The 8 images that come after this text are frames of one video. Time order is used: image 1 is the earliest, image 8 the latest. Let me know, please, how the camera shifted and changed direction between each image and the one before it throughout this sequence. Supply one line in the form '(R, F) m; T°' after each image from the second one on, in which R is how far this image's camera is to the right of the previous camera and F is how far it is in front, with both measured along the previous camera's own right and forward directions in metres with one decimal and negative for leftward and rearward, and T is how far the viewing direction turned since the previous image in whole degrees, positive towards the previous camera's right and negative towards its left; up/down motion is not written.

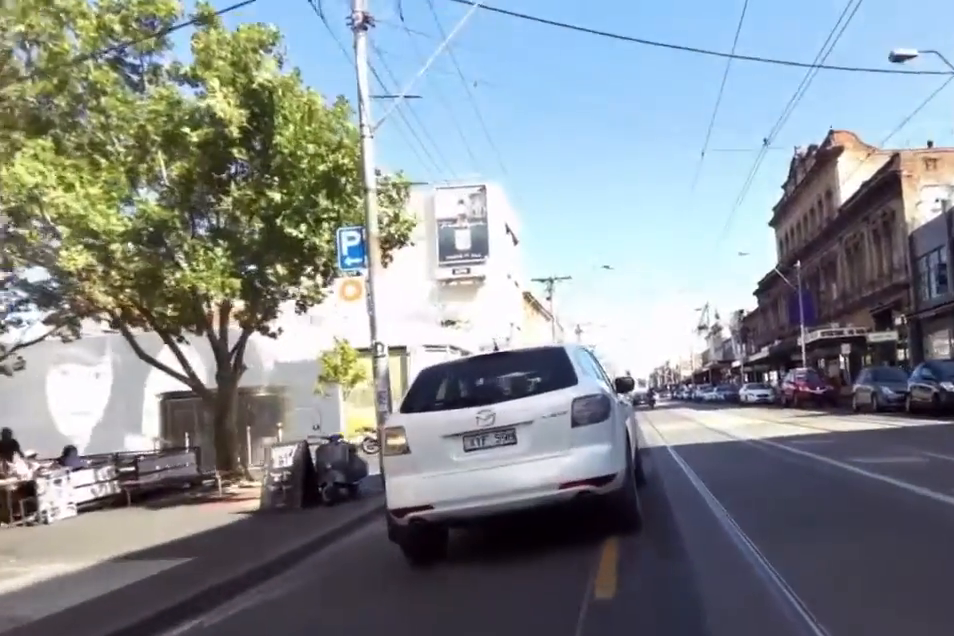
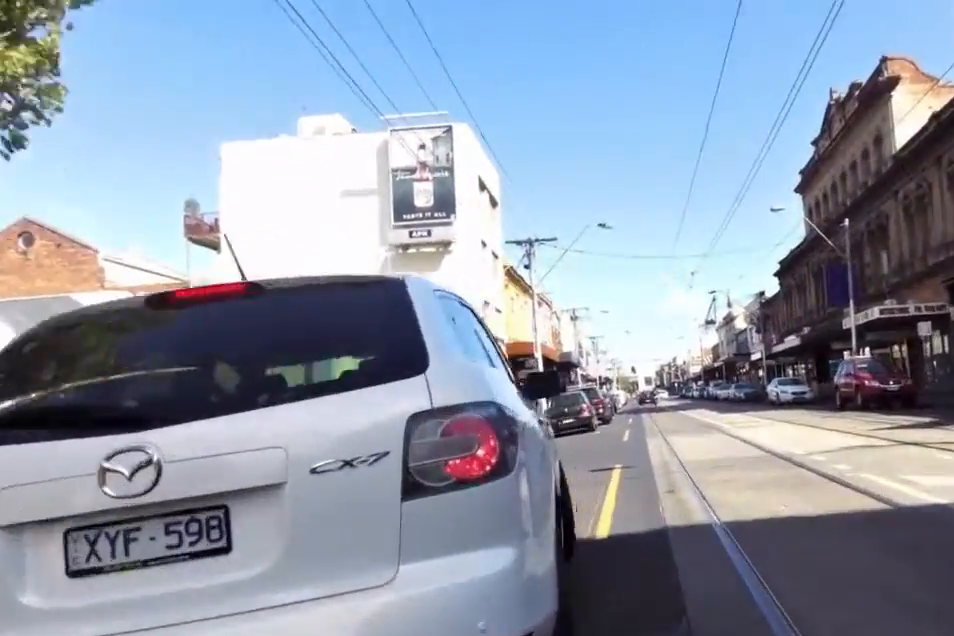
(-0.2, +8.2) m; -1°
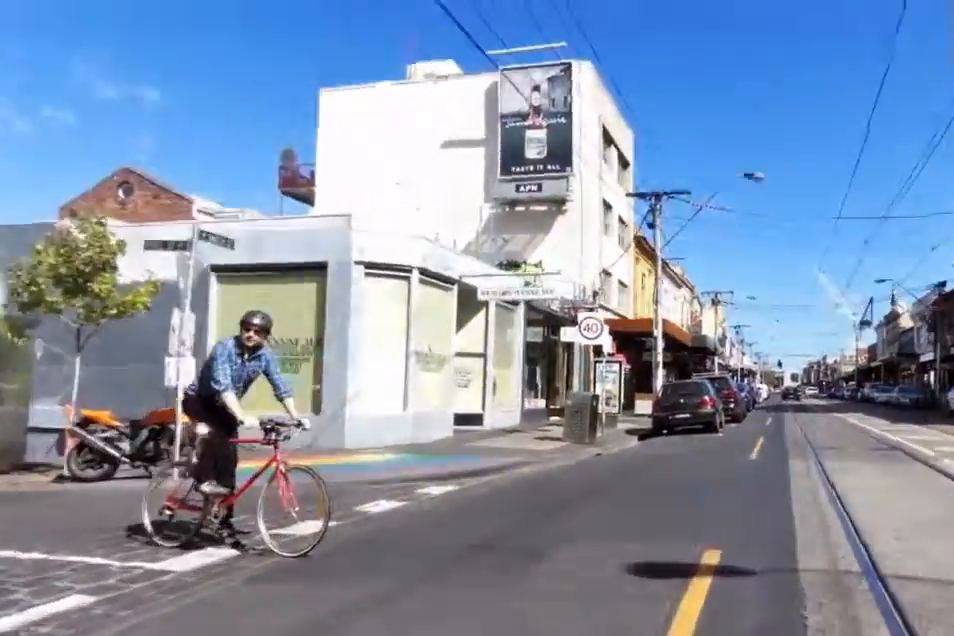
(0.0, +9.7) m; 0°
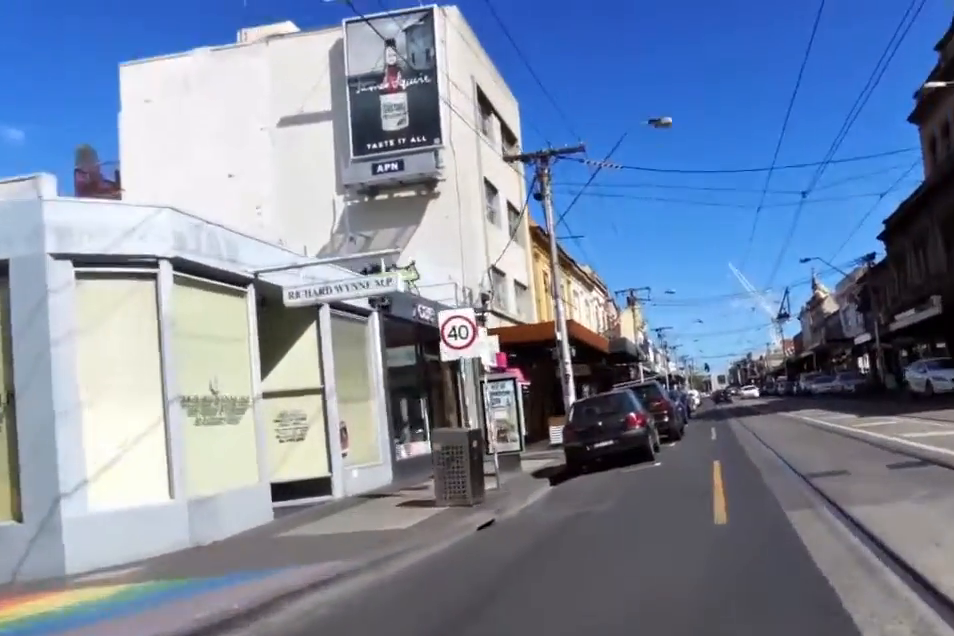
(0.0, +6.5) m; +9°
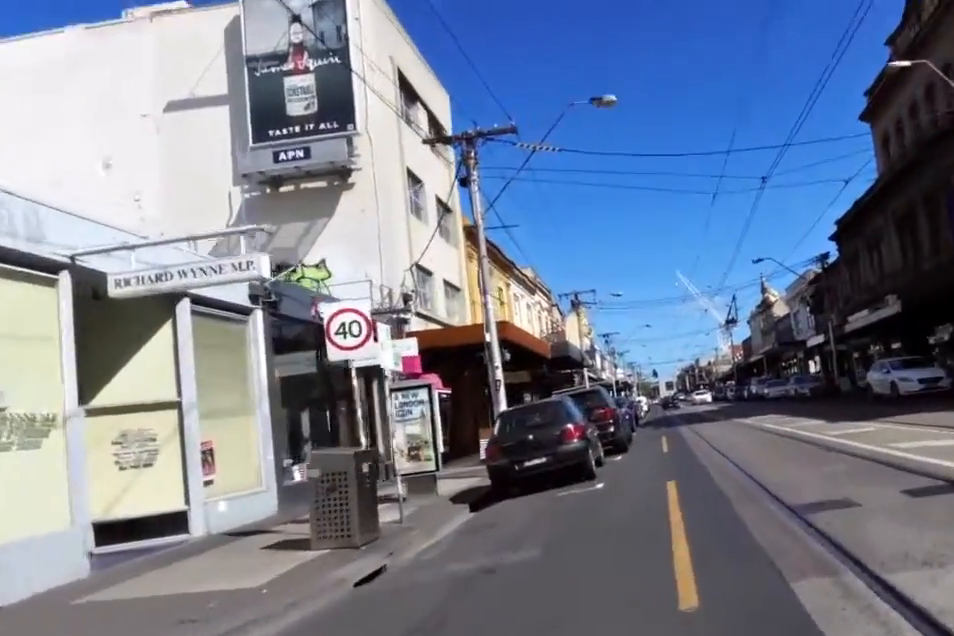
(+0.2, +2.8) m; +4°
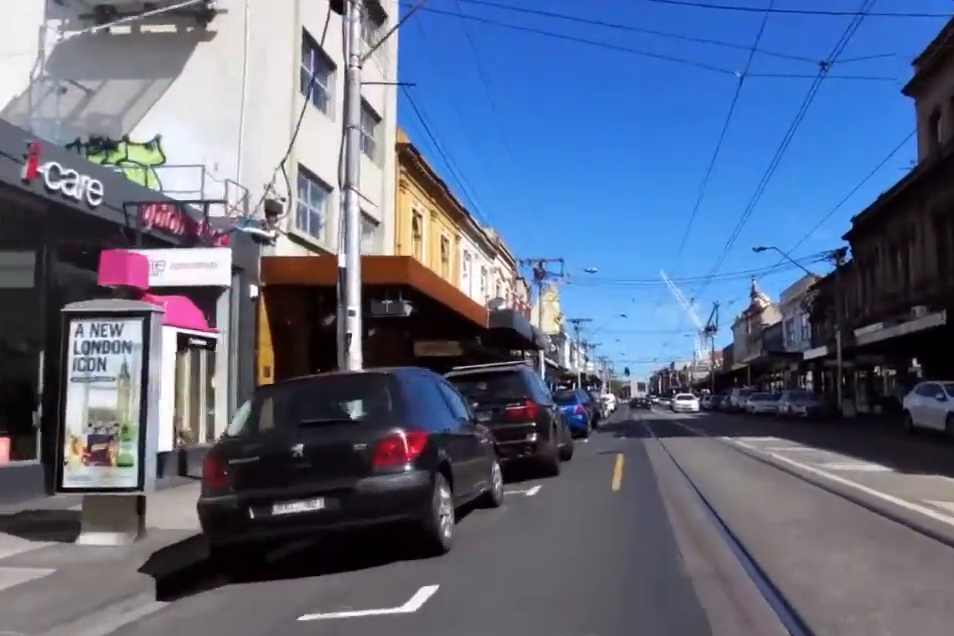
(+1.0, +8.3) m; +1°
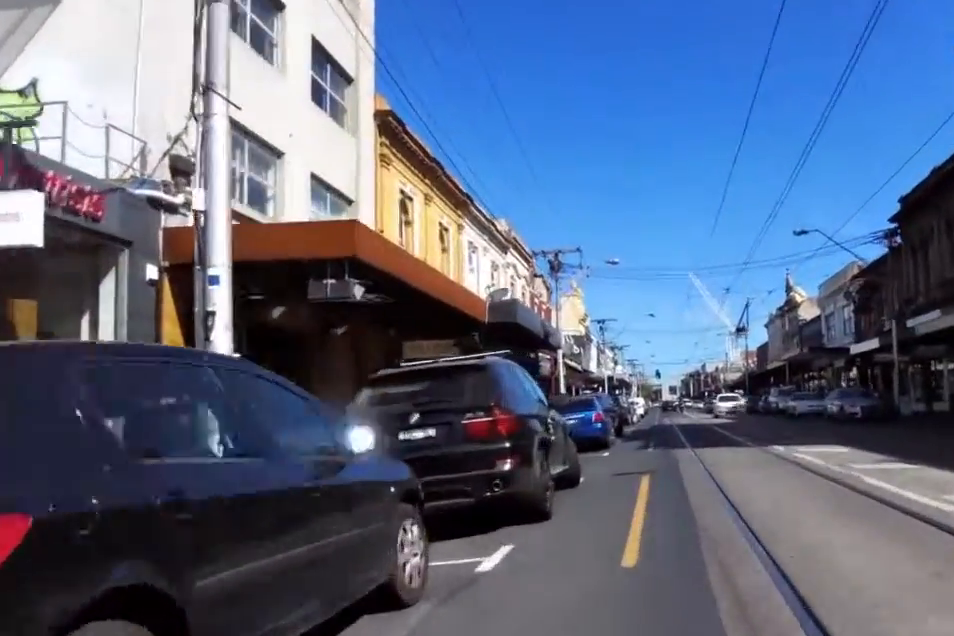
(0.0, +4.5) m; -6°
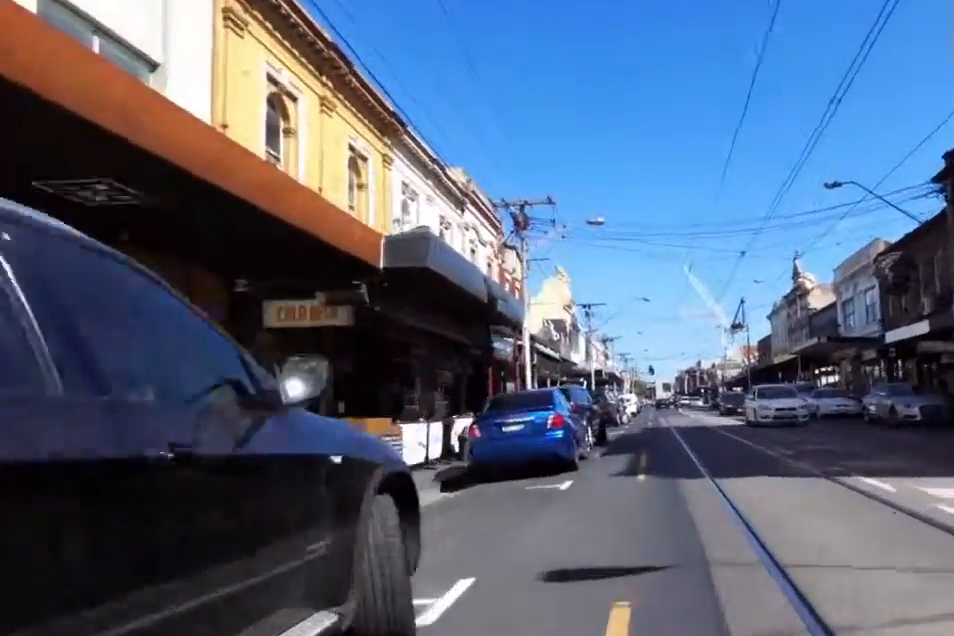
(-0.8, +8.8) m; 0°
